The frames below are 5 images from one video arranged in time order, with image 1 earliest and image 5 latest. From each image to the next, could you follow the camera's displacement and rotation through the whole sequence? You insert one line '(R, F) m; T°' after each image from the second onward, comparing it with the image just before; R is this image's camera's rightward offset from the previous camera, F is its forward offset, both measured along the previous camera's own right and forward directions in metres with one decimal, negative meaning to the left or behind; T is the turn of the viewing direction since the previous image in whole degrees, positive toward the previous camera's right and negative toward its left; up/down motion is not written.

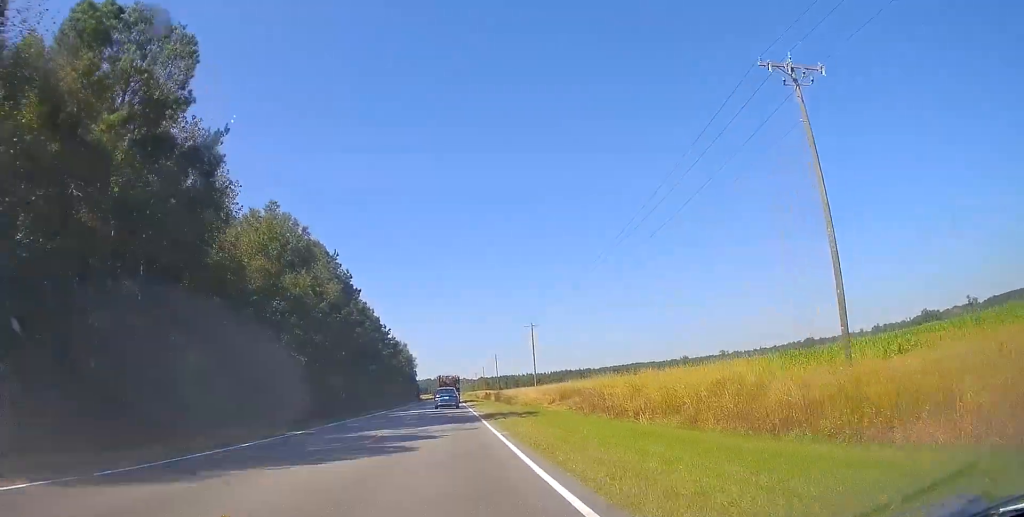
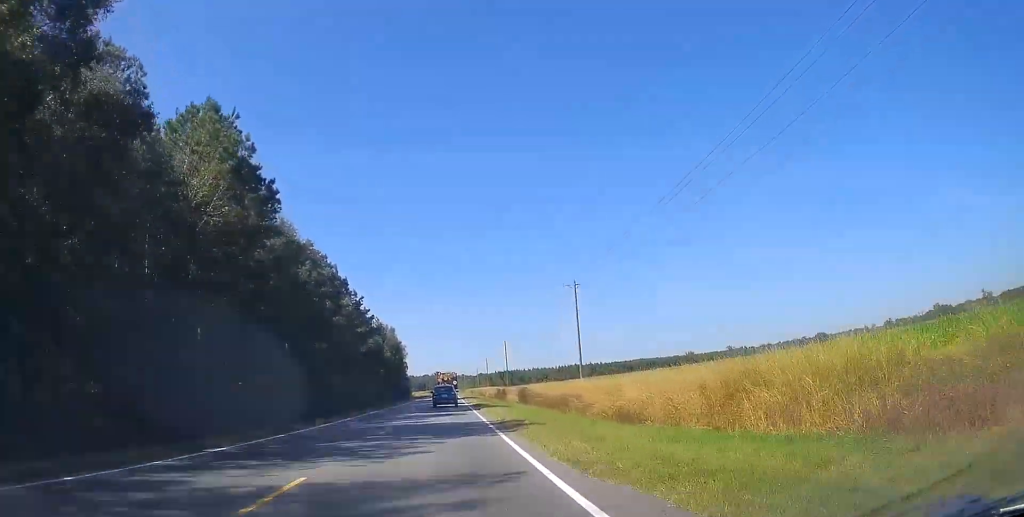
(+0.2, +33.2) m; 0°
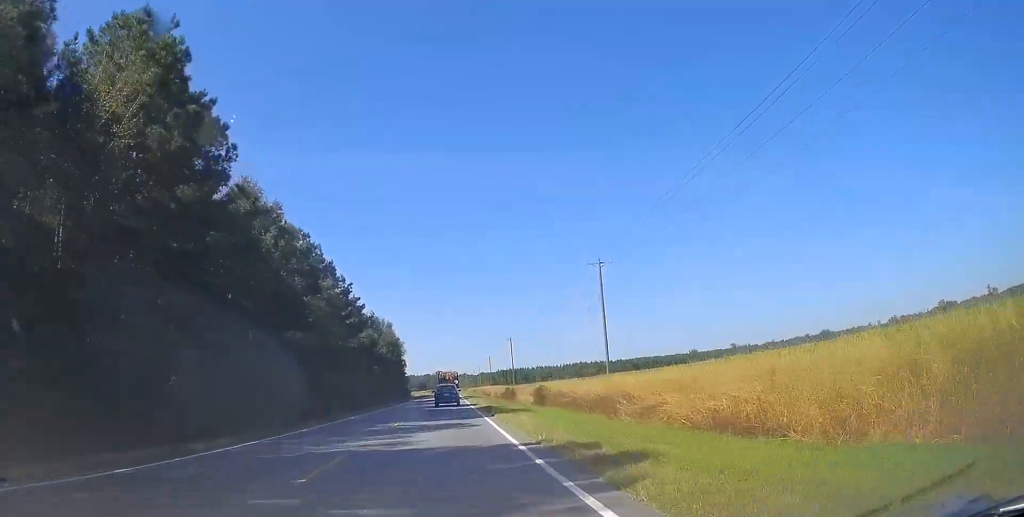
(+0.1, +9.8) m; -1°
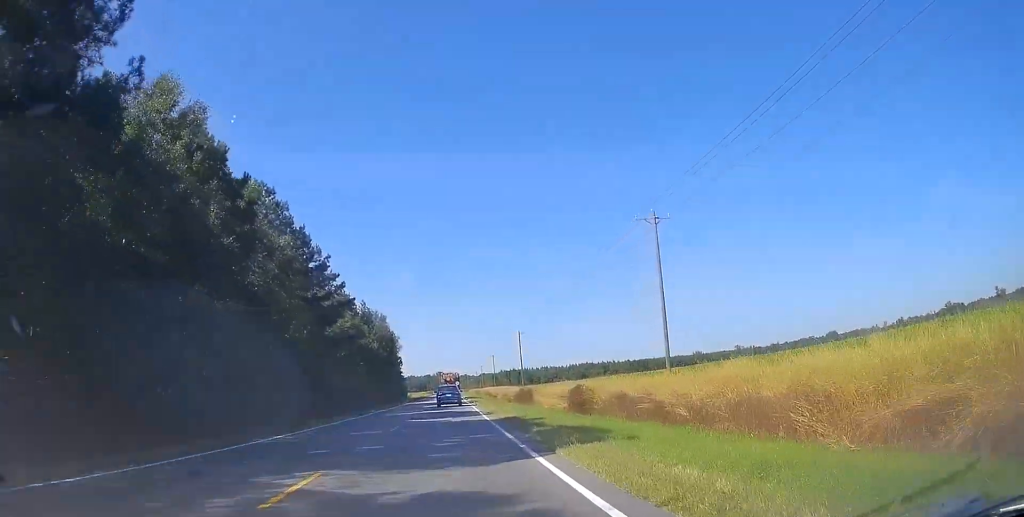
(+0.1, +14.1) m; -1°
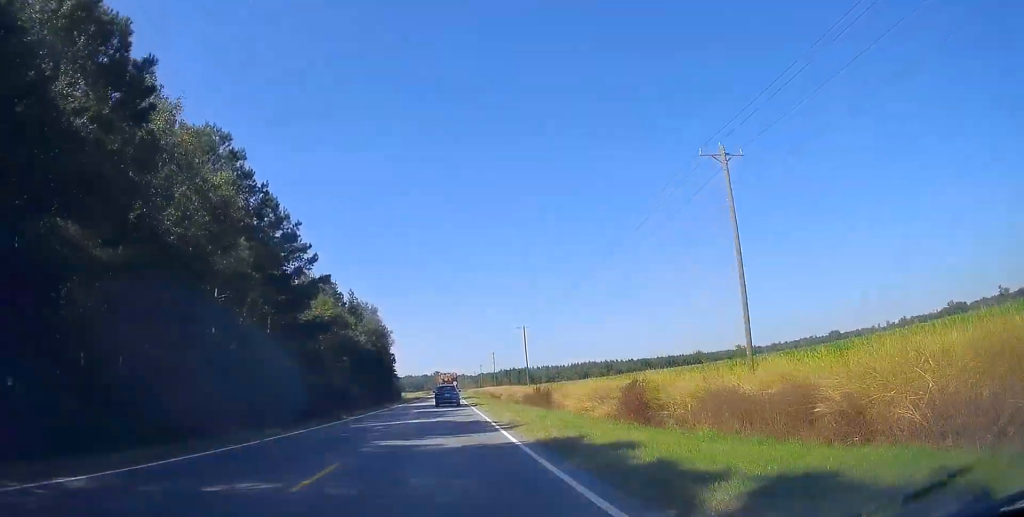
(-0.2, +11.0) m; -1°
